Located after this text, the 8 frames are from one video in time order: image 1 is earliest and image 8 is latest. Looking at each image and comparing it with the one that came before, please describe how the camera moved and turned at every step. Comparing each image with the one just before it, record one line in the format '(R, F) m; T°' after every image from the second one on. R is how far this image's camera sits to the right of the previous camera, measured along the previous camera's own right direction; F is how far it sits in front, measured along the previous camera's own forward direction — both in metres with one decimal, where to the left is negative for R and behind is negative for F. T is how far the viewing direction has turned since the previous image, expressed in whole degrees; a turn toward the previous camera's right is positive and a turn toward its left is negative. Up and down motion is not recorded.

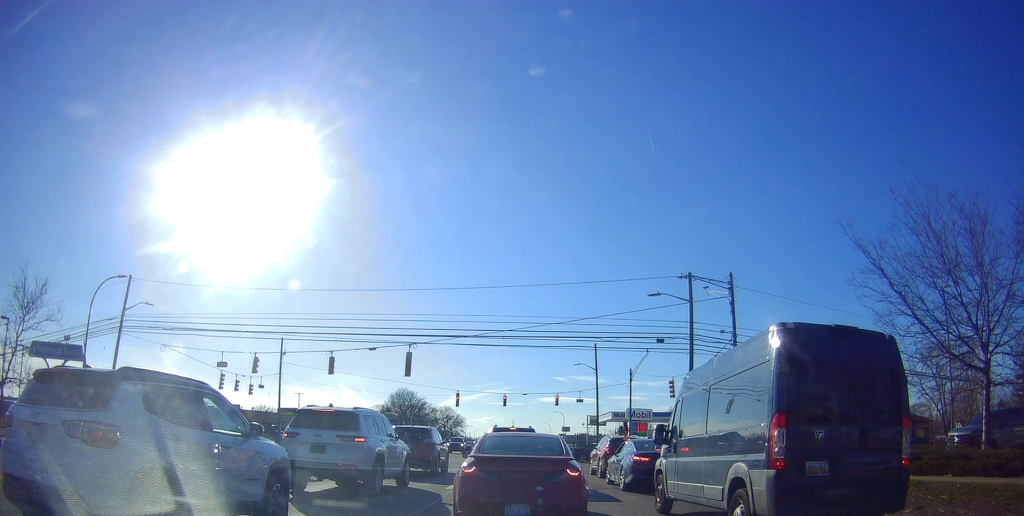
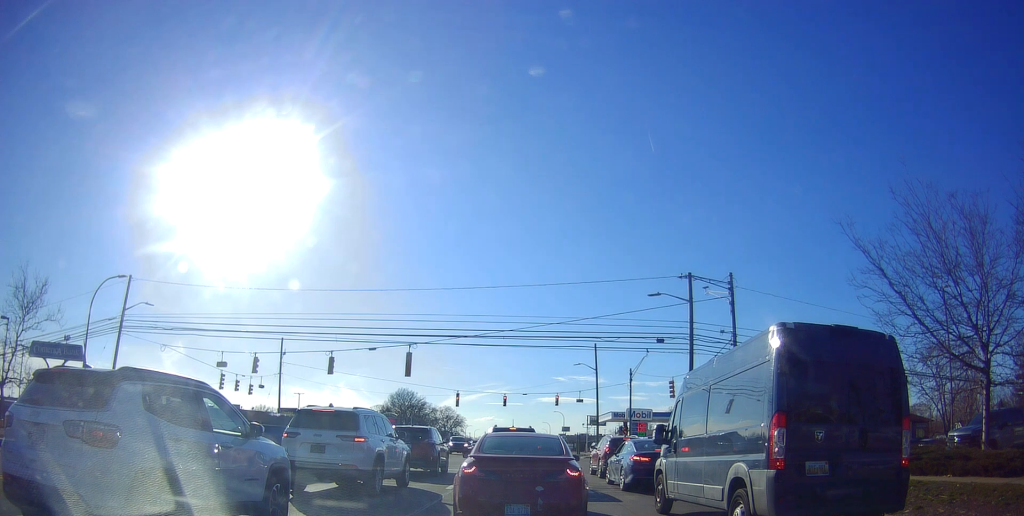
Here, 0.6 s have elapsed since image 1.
(0.0, 0.0) m; 0°
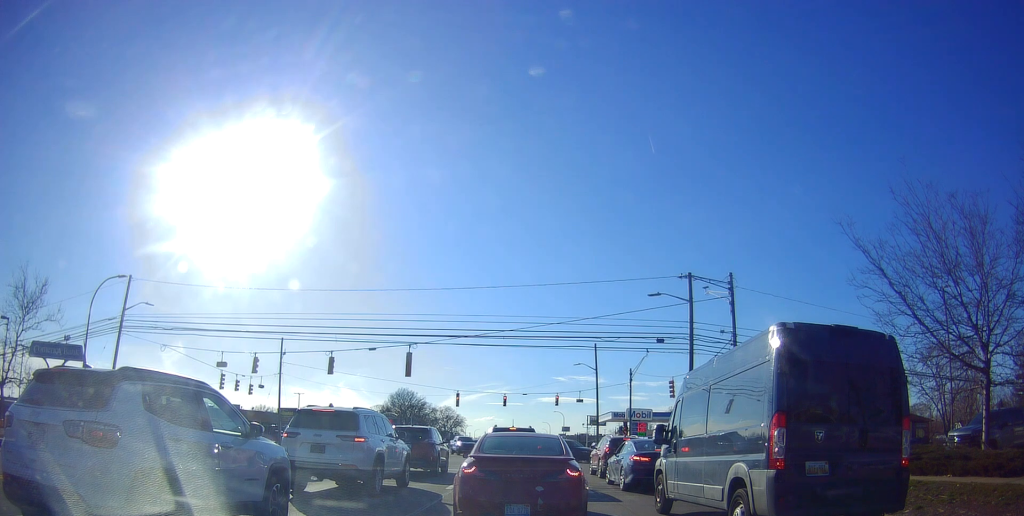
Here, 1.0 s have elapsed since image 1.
(0.0, 0.0) m; 0°
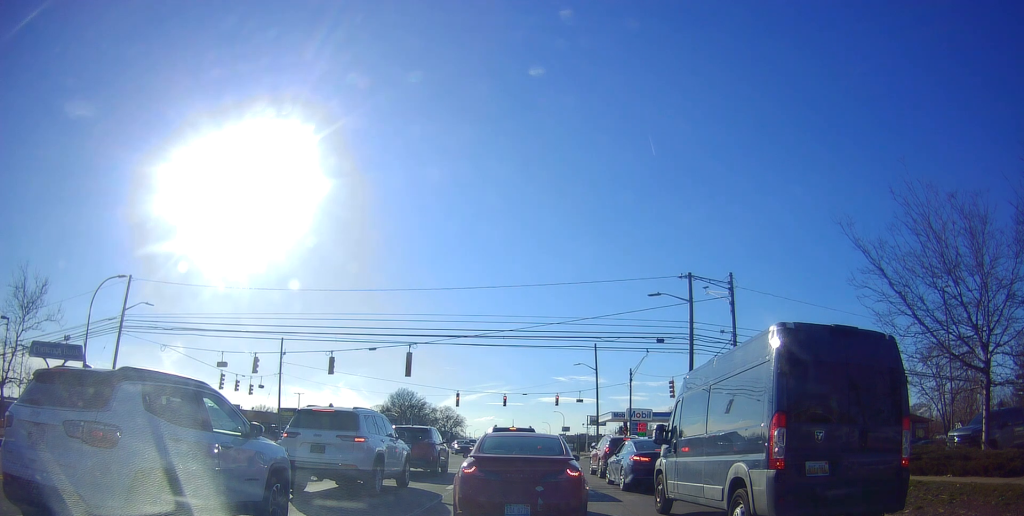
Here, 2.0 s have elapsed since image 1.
(0.0, 0.0) m; 0°
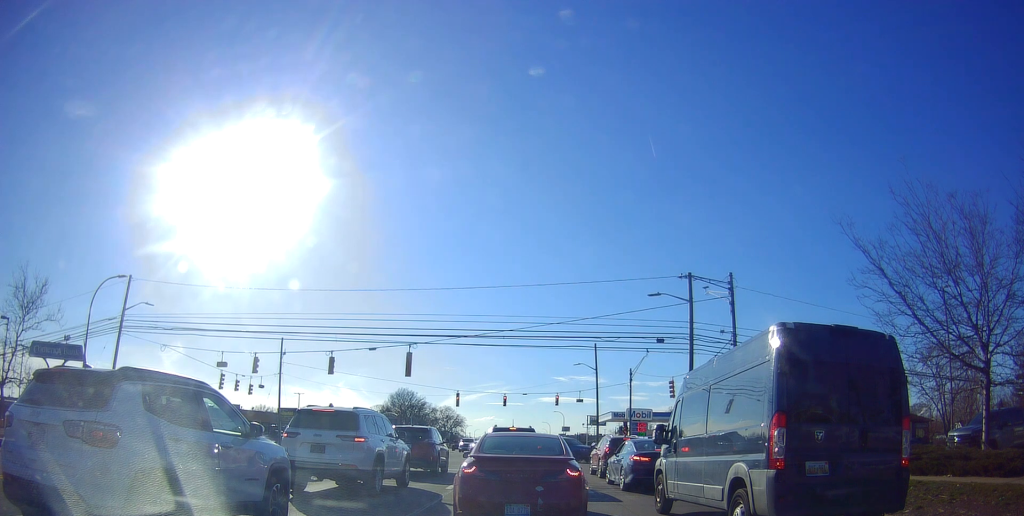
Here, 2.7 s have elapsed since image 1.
(0.0, 0.0) m; 0°
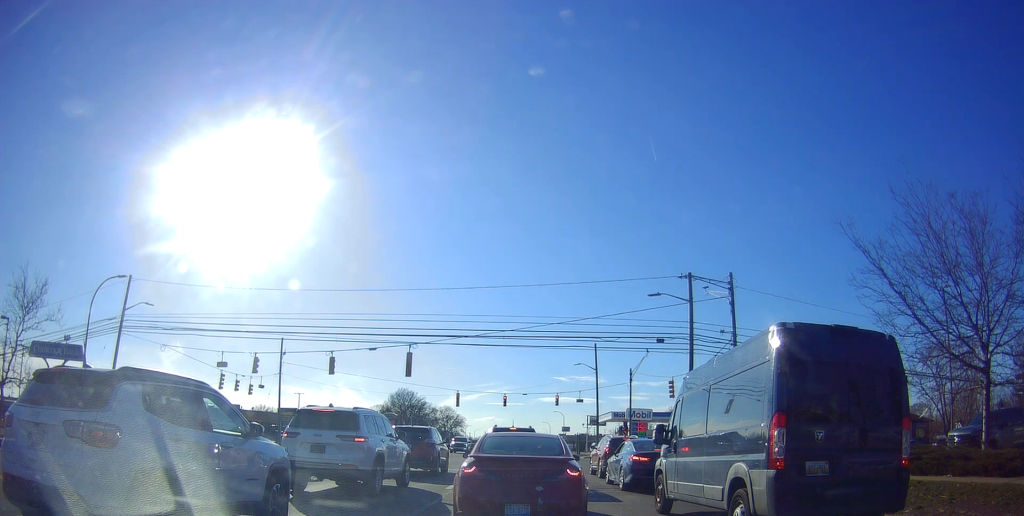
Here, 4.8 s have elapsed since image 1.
(0.0, 0.0) m; 0°
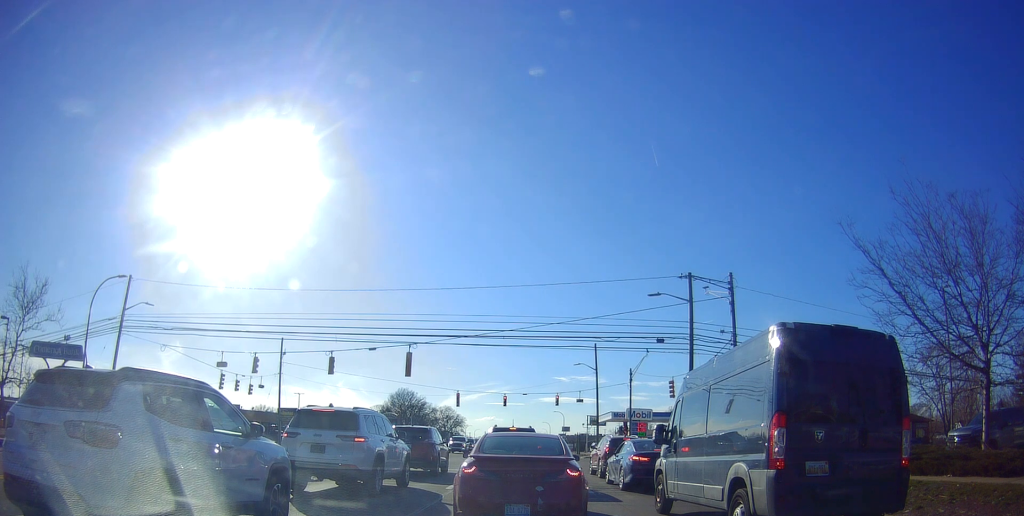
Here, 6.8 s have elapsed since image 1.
(0.0, 0.0) m; 0°
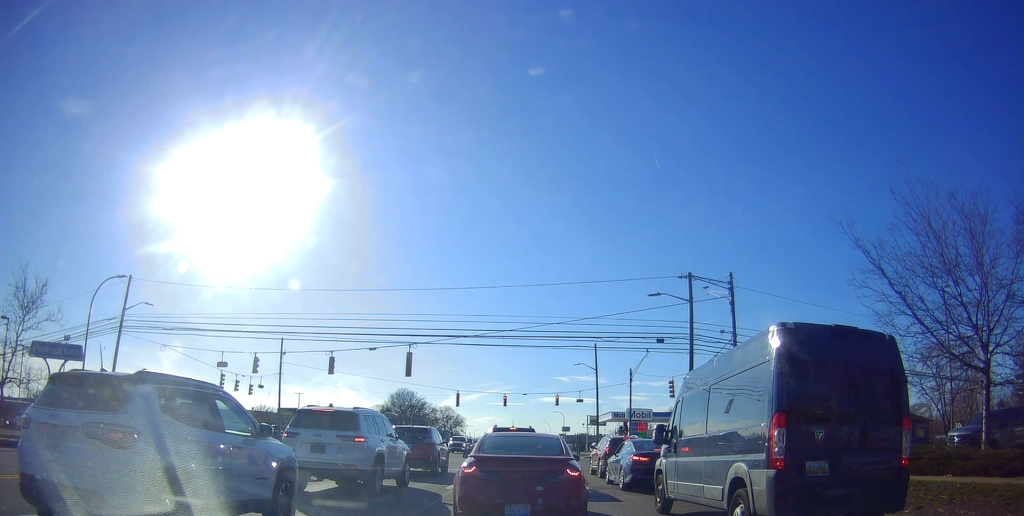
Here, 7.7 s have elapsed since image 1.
(0.0, 0.0) m; 0°
